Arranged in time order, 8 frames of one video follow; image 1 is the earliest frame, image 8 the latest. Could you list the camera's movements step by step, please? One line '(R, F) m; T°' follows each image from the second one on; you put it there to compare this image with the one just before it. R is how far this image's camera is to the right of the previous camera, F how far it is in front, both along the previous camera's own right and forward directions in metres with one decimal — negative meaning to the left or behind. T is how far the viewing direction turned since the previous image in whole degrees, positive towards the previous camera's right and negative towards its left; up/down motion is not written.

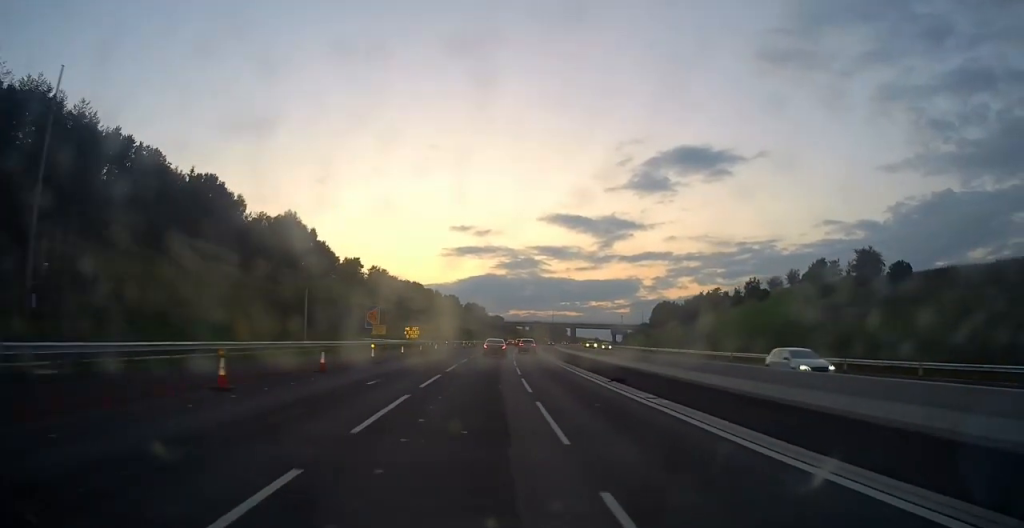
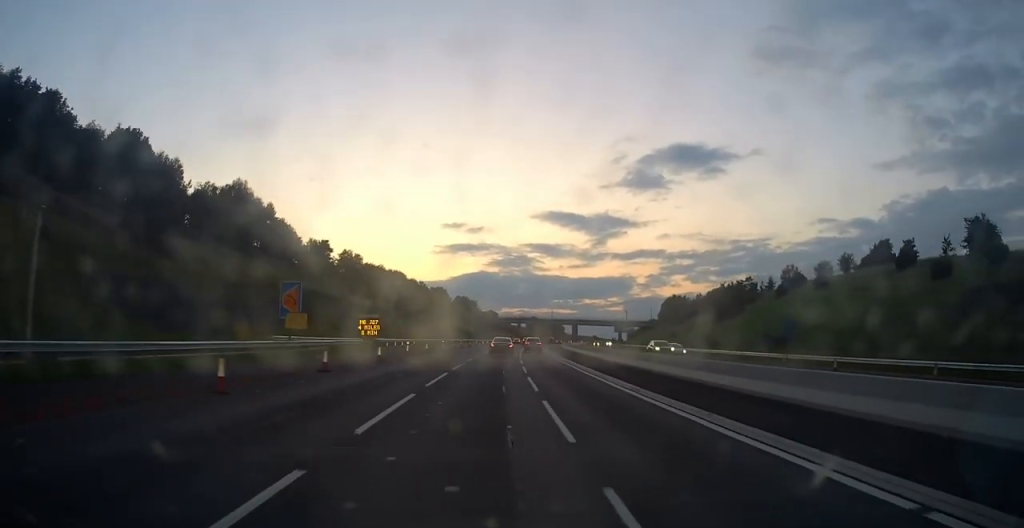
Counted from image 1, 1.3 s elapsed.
(+0.4, +27.3) m; +2°
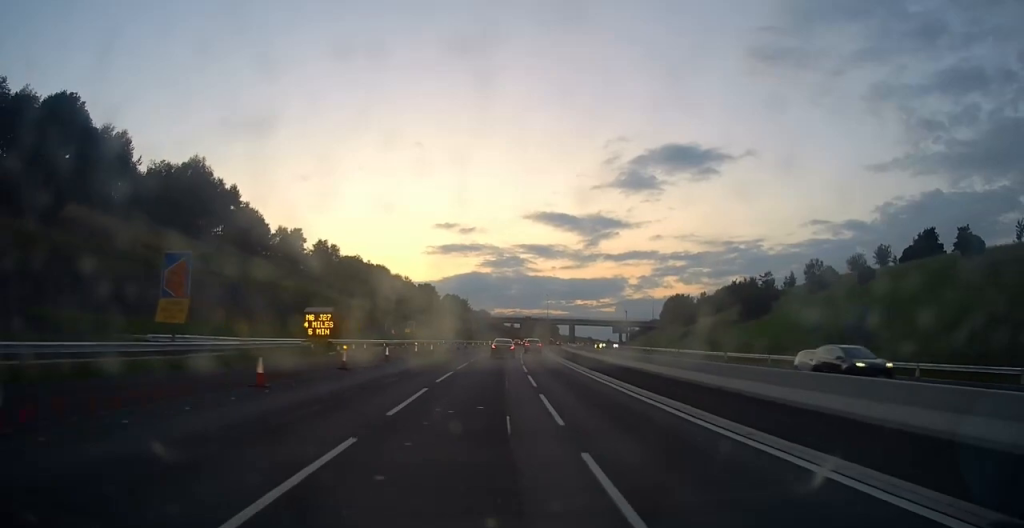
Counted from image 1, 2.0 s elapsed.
(+0.3, +16.0) m; 0°
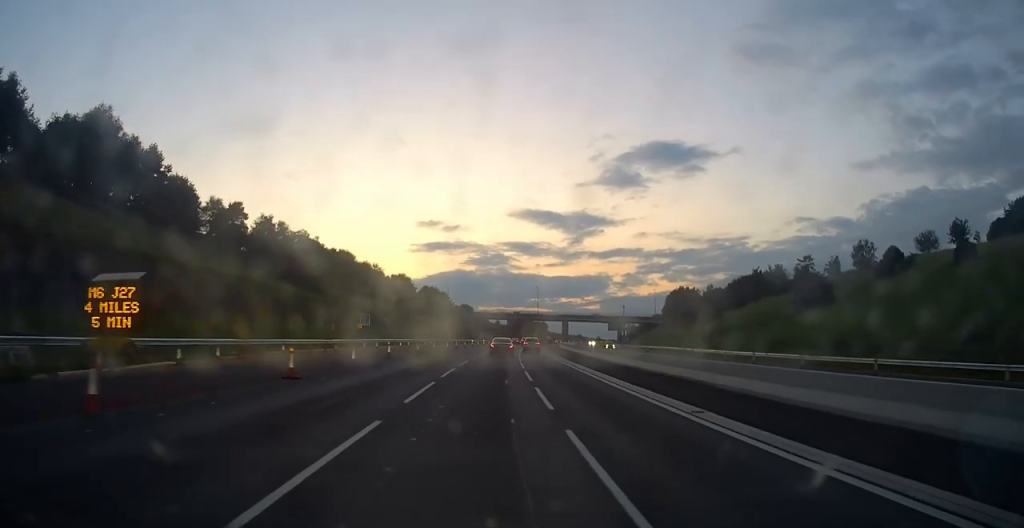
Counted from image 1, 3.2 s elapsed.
(-0.2, +25.6) m; 0°
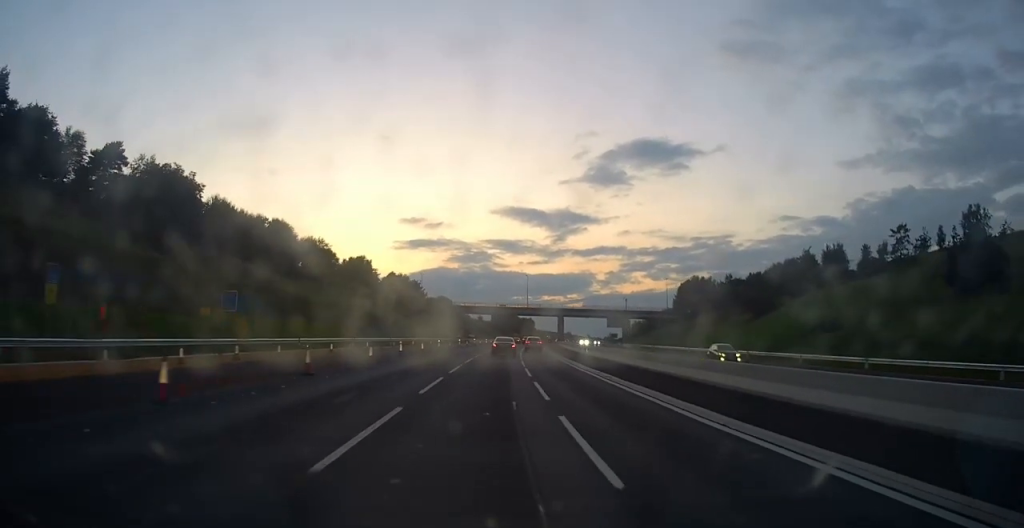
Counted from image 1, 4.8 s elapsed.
(+0.7, +35.2) m; +2°
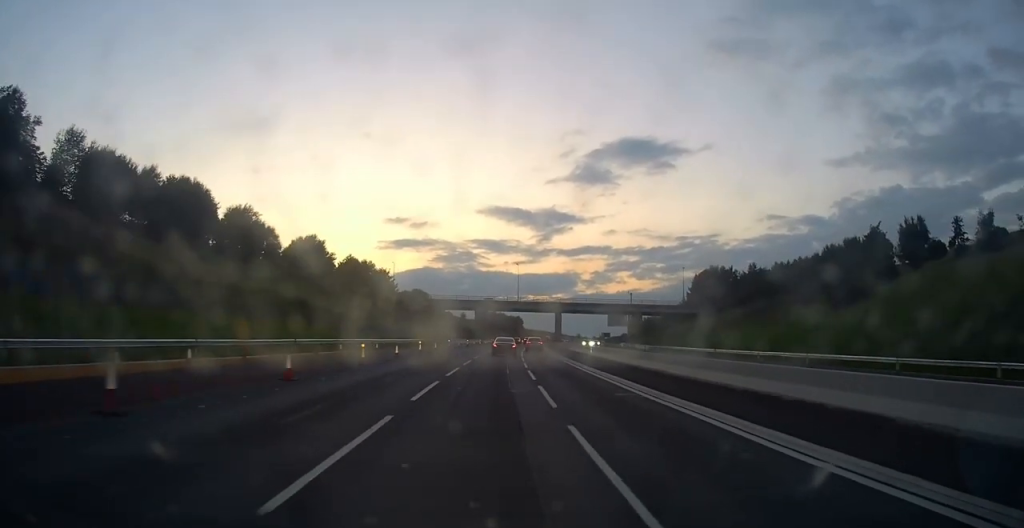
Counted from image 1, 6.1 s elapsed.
(+0.1, +29.5) m; +1°
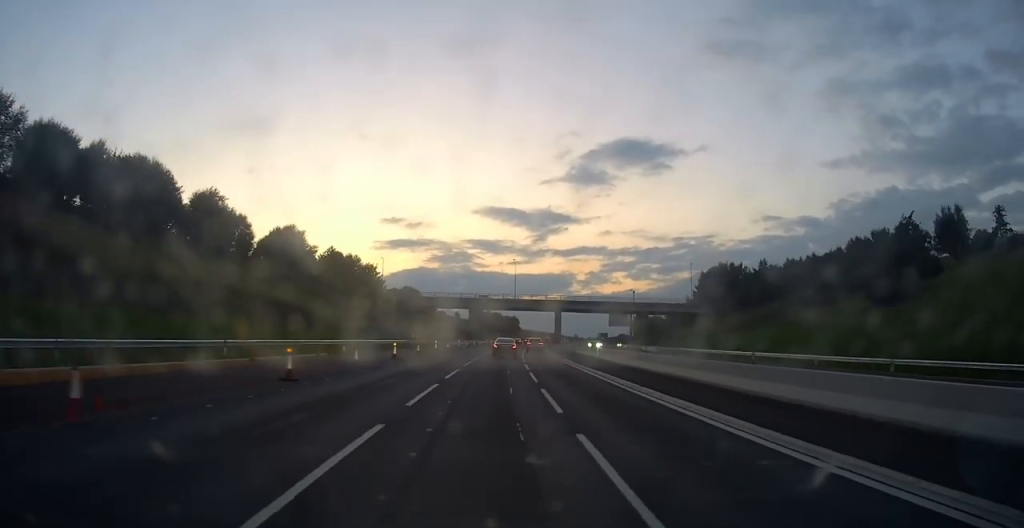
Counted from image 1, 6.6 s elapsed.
(+0.1, +10.0) m; +1°
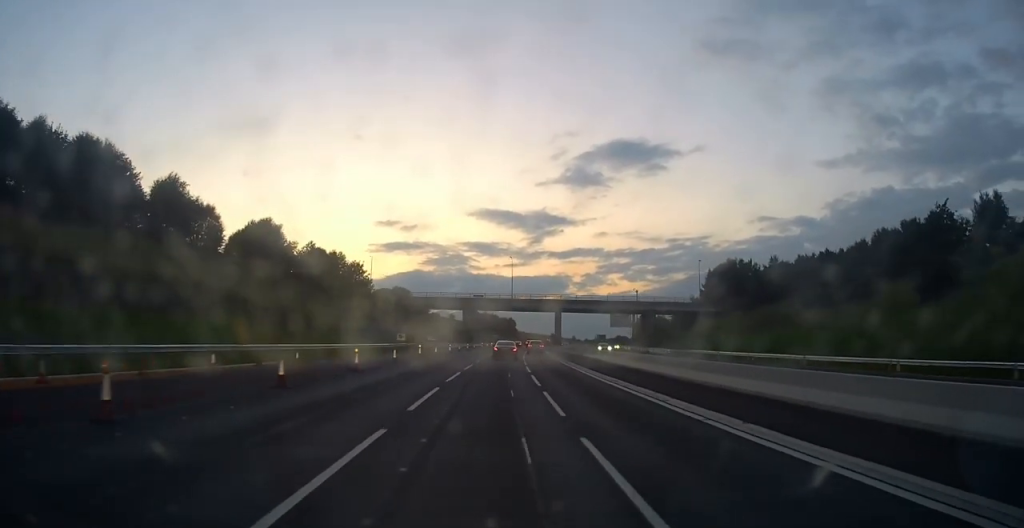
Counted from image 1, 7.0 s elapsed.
(+0.1, +9.3) m; +1°
